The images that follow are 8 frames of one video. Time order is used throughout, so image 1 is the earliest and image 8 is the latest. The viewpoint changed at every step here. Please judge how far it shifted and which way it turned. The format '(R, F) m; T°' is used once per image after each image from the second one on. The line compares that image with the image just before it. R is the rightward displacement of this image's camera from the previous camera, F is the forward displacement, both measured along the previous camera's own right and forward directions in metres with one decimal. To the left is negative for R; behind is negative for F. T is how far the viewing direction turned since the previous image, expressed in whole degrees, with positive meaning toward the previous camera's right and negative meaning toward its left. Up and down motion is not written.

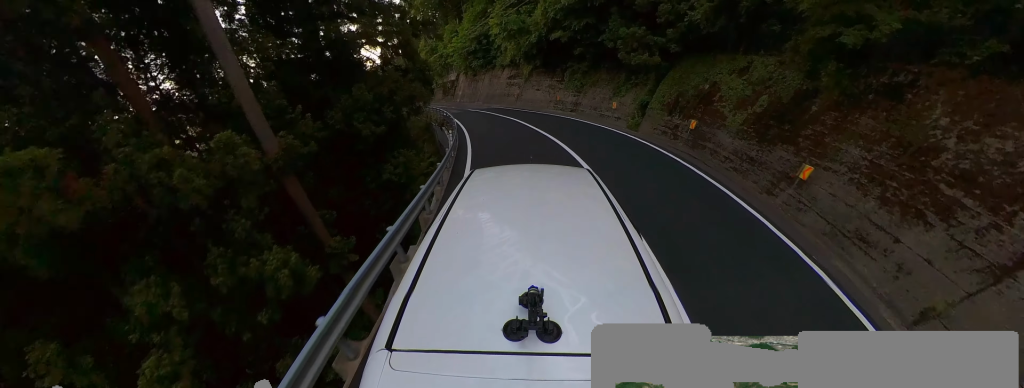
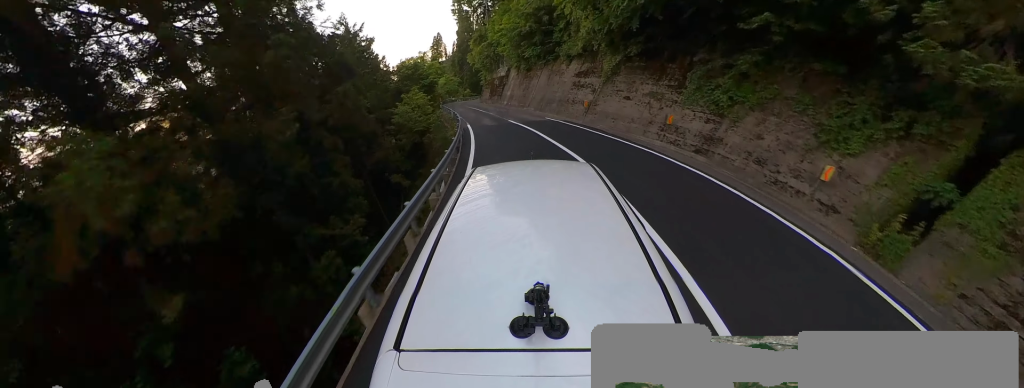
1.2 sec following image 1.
(-2.4, +11.2) m; -20°
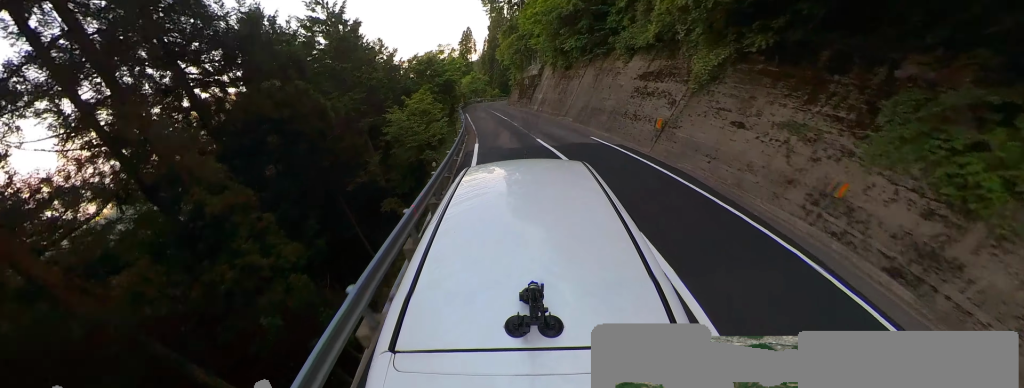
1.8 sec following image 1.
(-0.4, +6.7) m; -8°
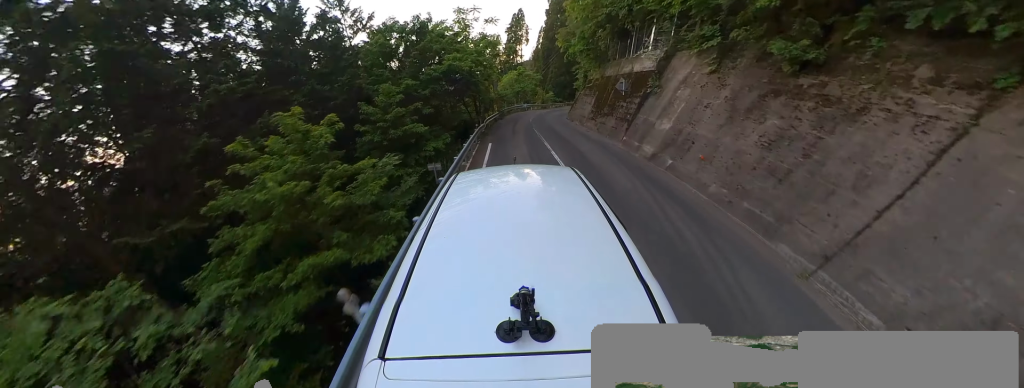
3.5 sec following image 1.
(-0.6, +16.4) m; +1°
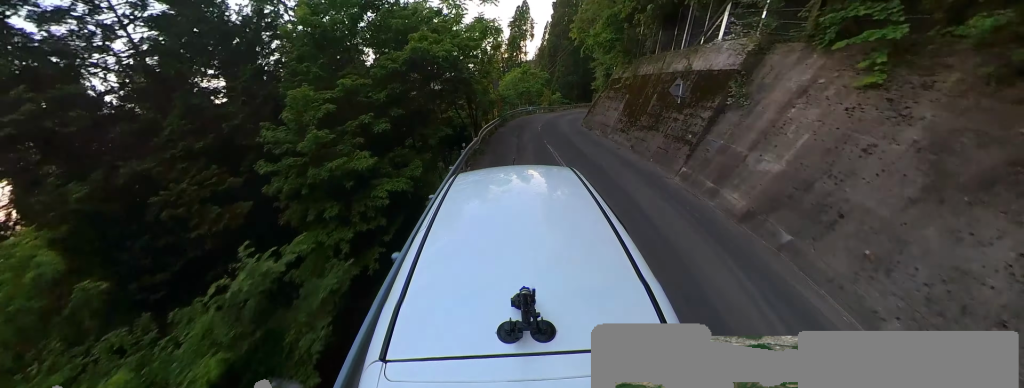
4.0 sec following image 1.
(0.0, +4.8) m; 0°
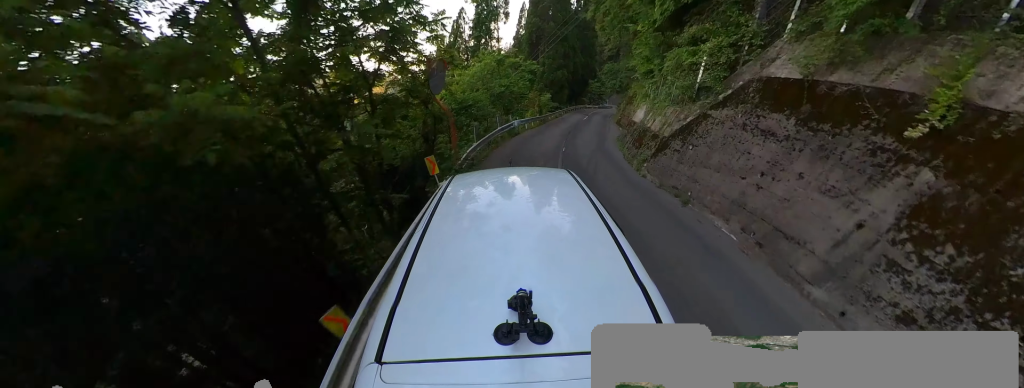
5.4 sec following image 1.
(-0.5, +13.5) m; -2°
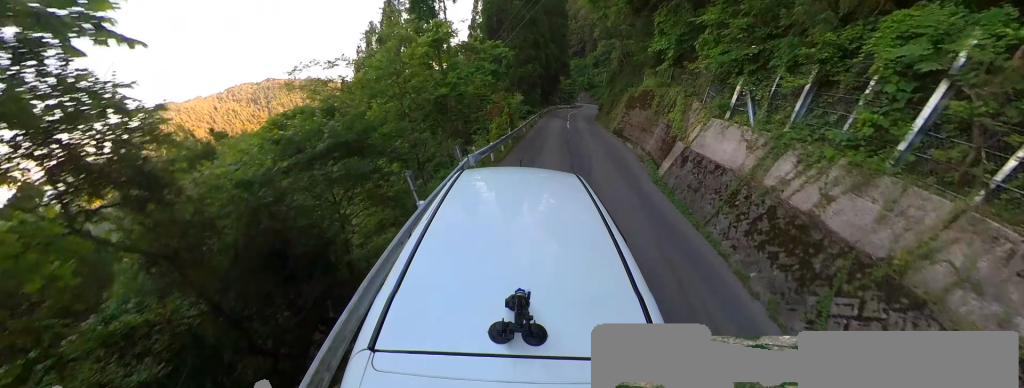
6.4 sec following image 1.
(+0.1, +9.7) m; +4°
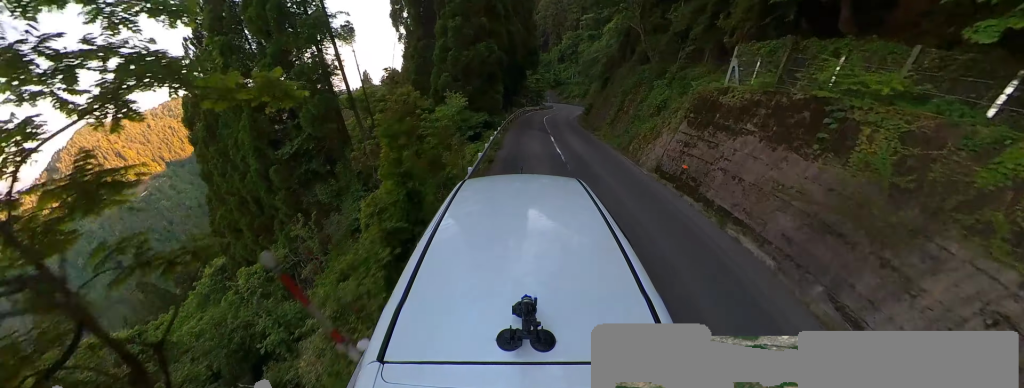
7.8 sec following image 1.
(+1.5, +13.7) m; +18°
